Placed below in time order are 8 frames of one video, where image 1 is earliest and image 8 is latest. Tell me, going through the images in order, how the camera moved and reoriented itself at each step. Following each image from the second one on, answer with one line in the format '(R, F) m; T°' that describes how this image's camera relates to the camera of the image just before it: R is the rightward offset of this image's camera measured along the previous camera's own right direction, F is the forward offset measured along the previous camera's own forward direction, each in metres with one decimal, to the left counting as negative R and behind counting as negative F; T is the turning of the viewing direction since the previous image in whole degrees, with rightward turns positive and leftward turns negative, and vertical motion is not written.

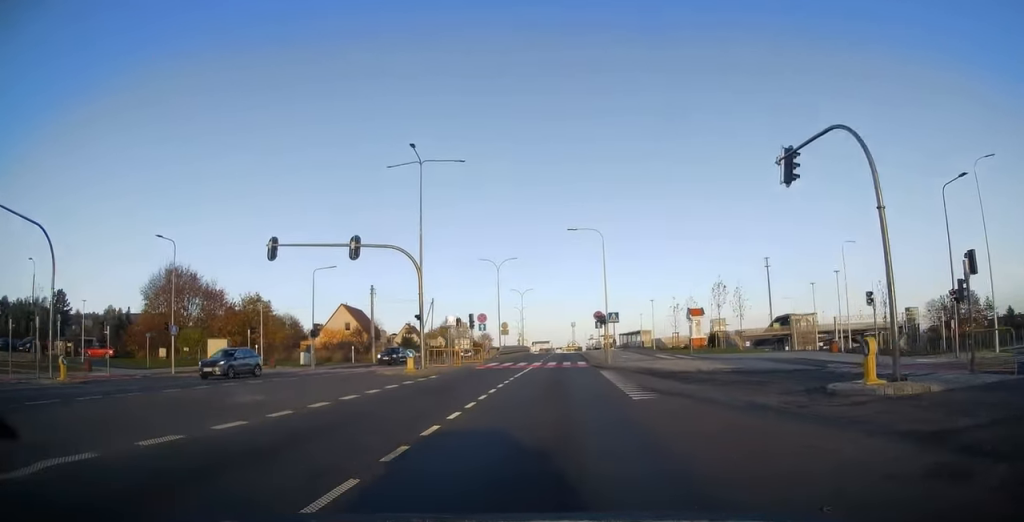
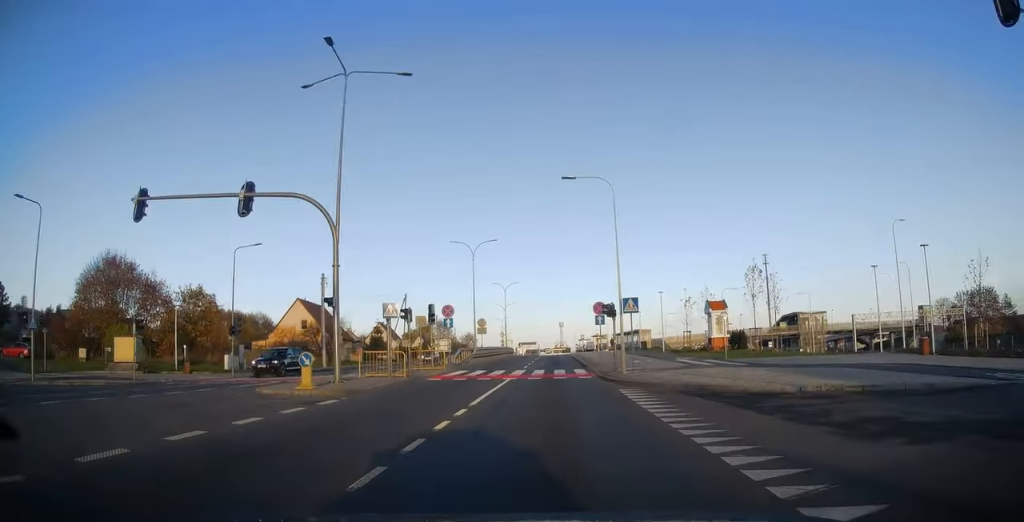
(+0.2, +11.4) m; +2°
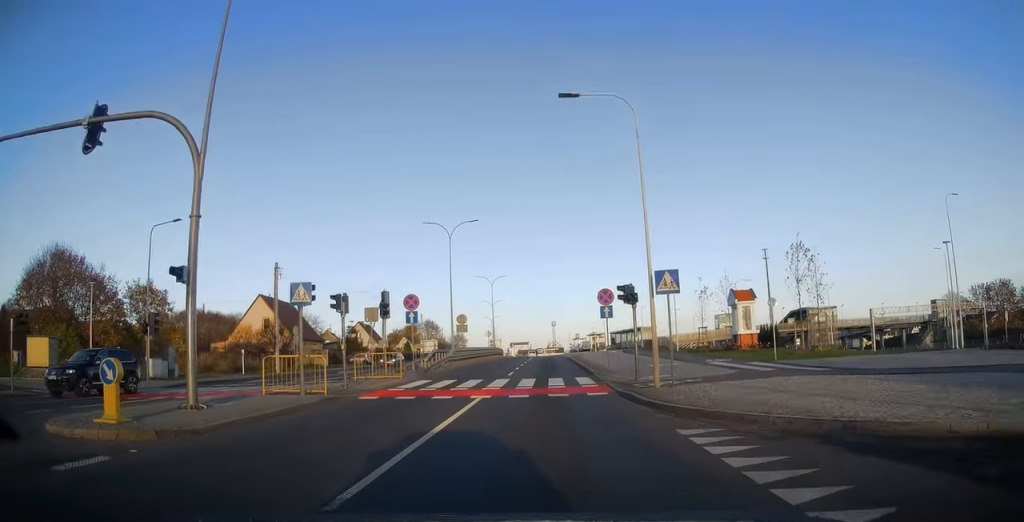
(+0.1, +8.4) m; +1°
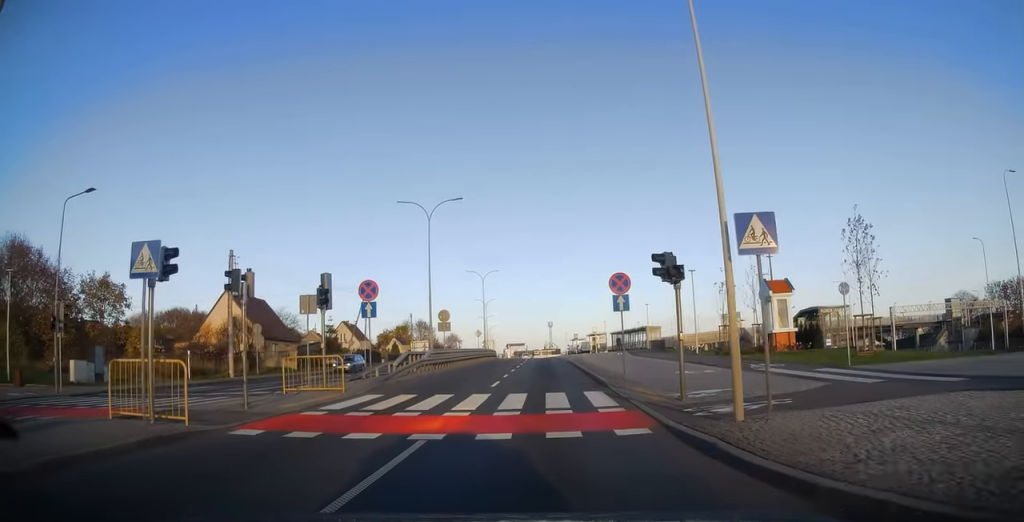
(+0.1, +6.8) m; 0°
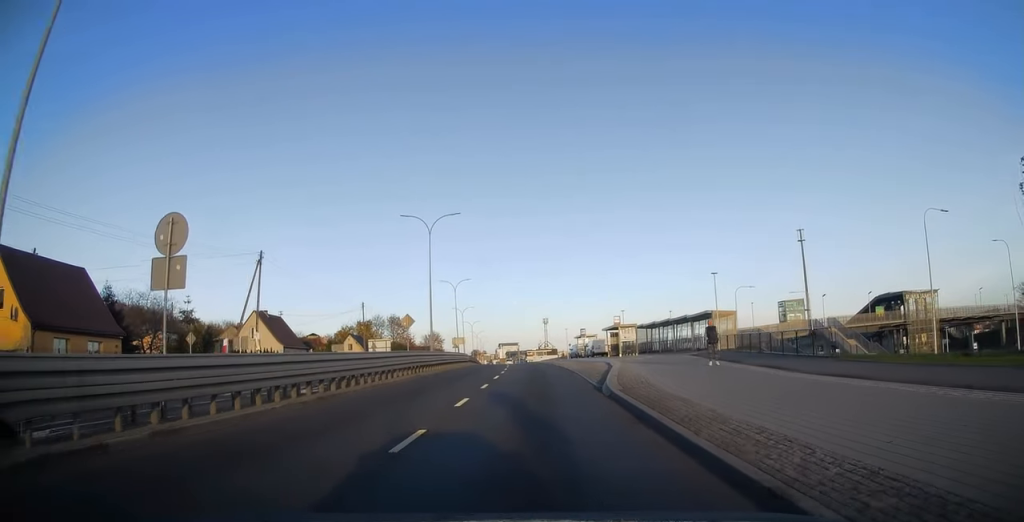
(+0.2, +30.1) m; 0°
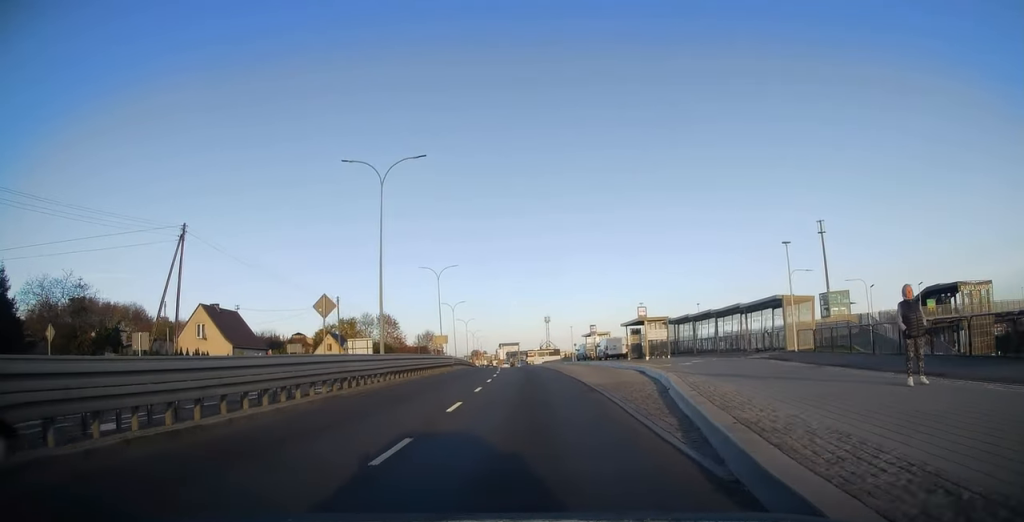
(+0.2, +12.5) m; 0°
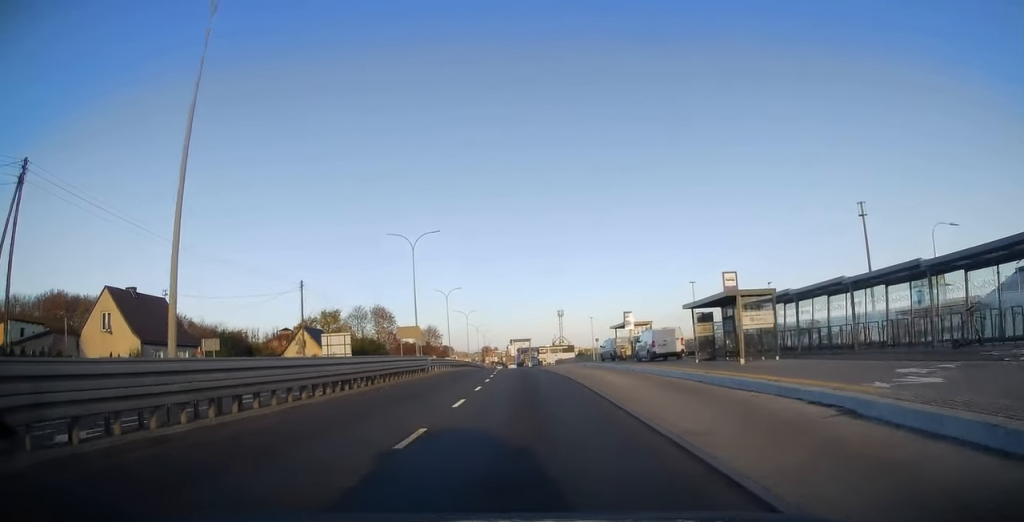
(-0.3, +16.6) m; -2°
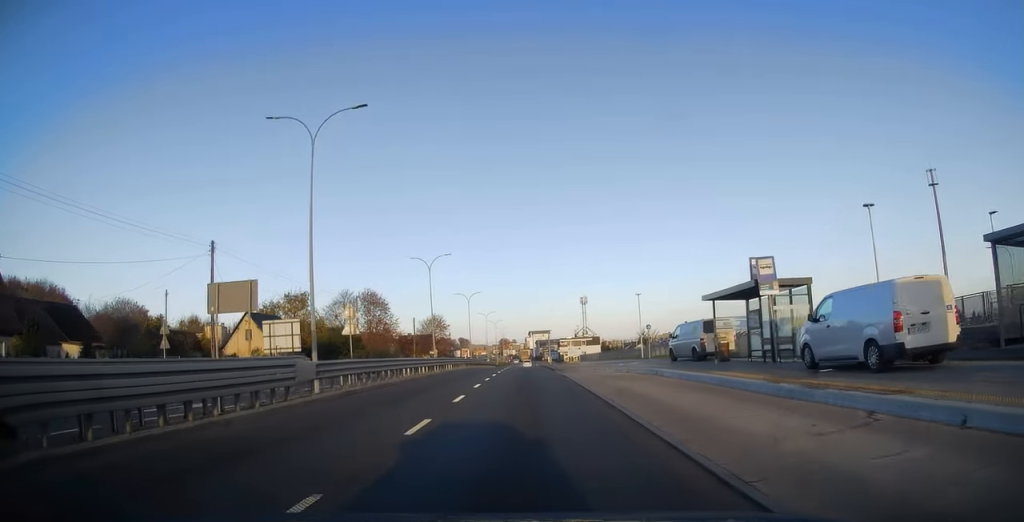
(-0.2, +22.8) m; -1°
